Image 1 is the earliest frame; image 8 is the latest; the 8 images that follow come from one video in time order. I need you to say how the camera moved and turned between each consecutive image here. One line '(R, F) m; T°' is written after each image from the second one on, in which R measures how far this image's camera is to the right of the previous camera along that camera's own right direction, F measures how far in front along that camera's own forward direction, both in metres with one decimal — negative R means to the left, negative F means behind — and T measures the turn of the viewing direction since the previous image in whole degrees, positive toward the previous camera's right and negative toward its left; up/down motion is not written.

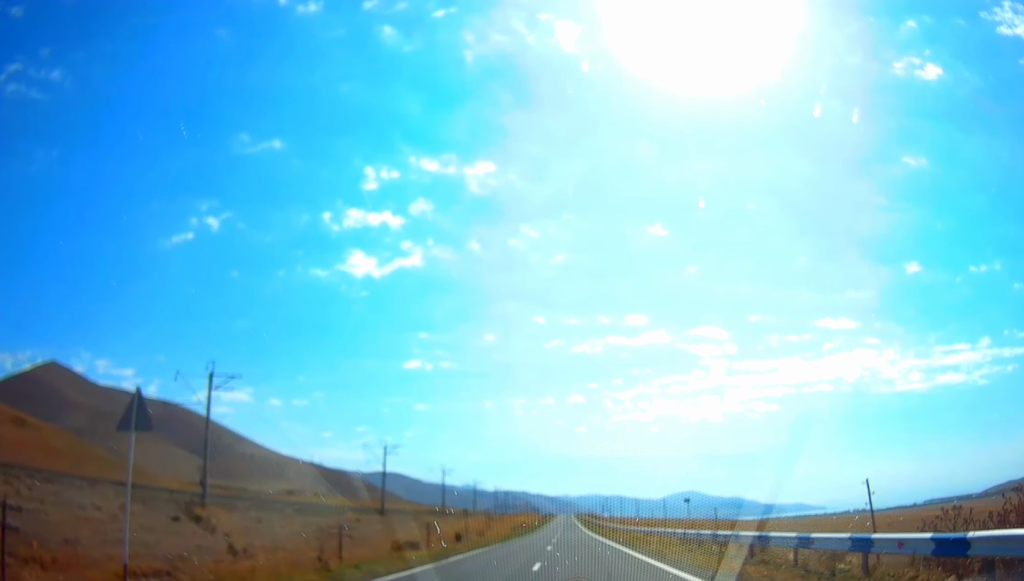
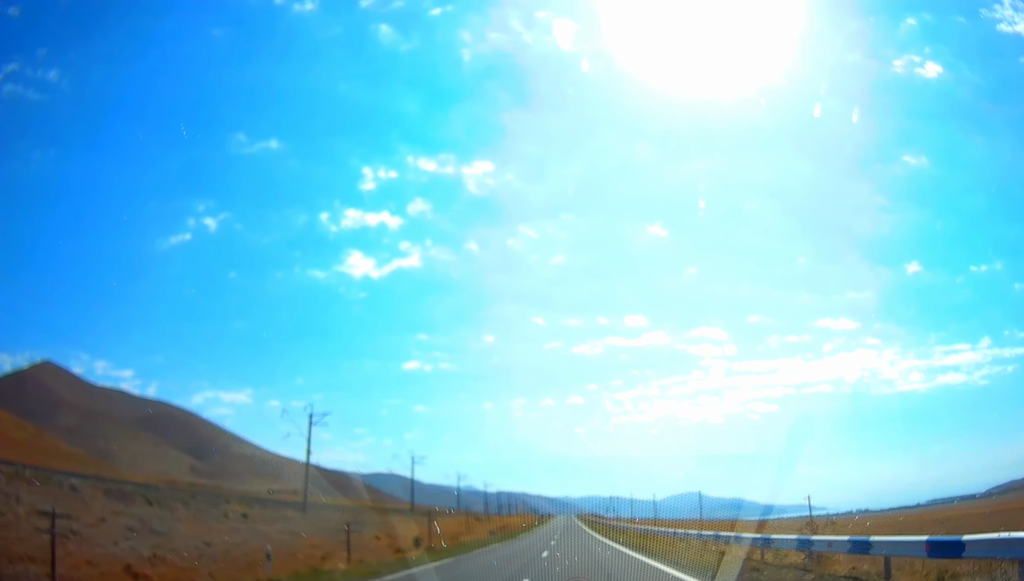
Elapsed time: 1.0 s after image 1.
(+0.5, +32.6) m; +1°
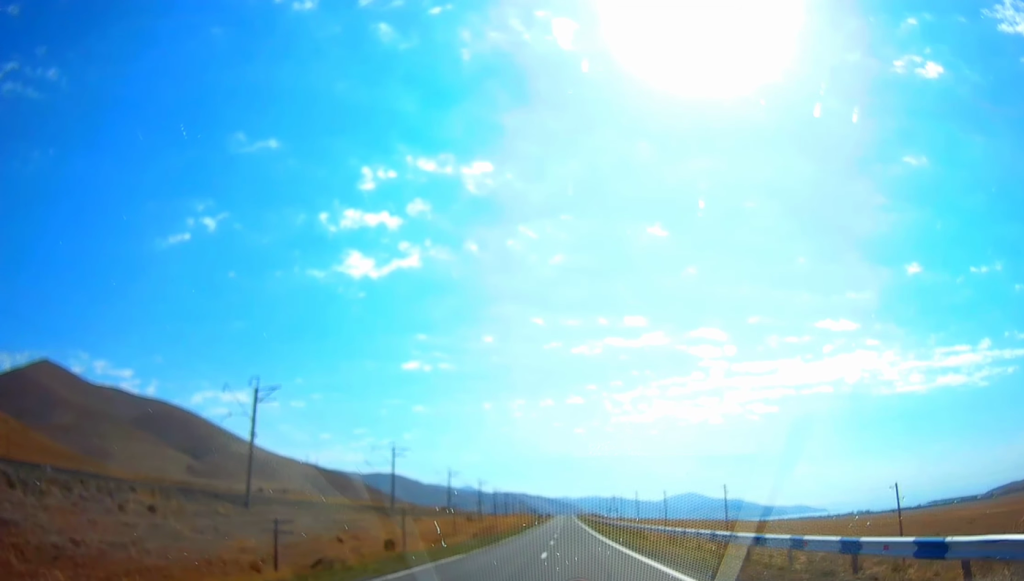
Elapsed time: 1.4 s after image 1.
(0.0, +13.9) m; 0°
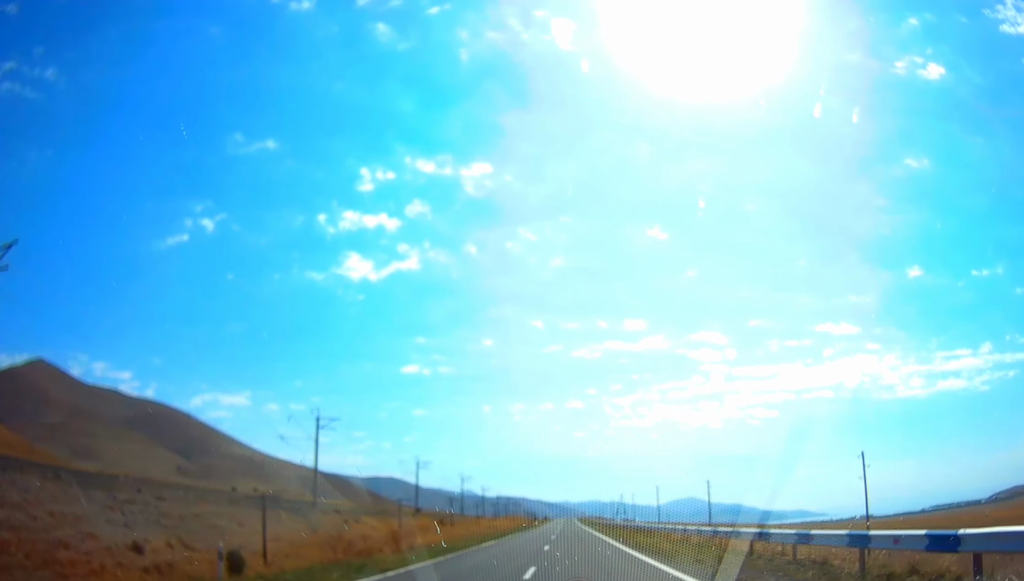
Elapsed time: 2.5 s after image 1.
(-0.1, +36.4) m; 0°
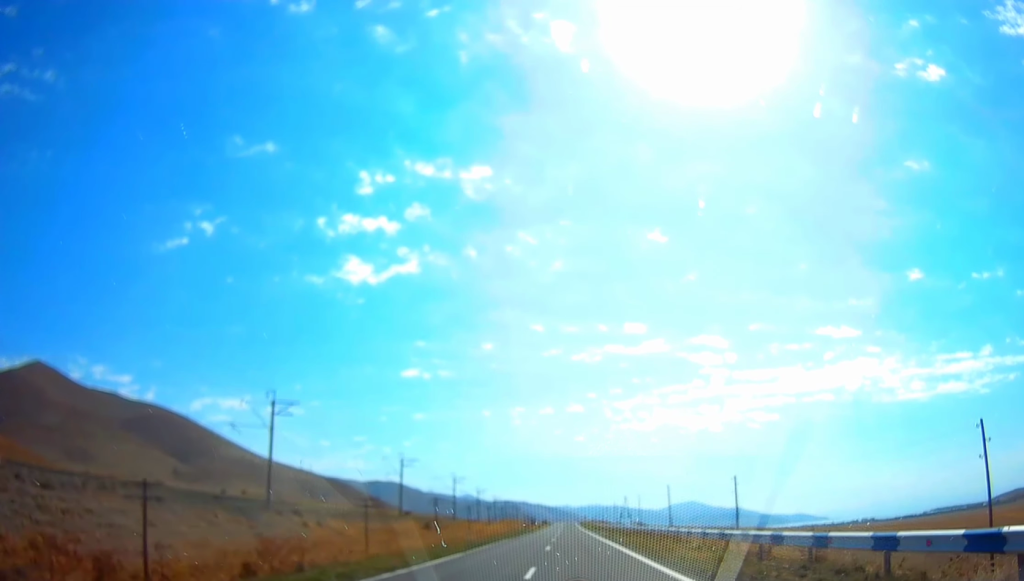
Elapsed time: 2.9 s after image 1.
(0.0, +13.7) m; 0°
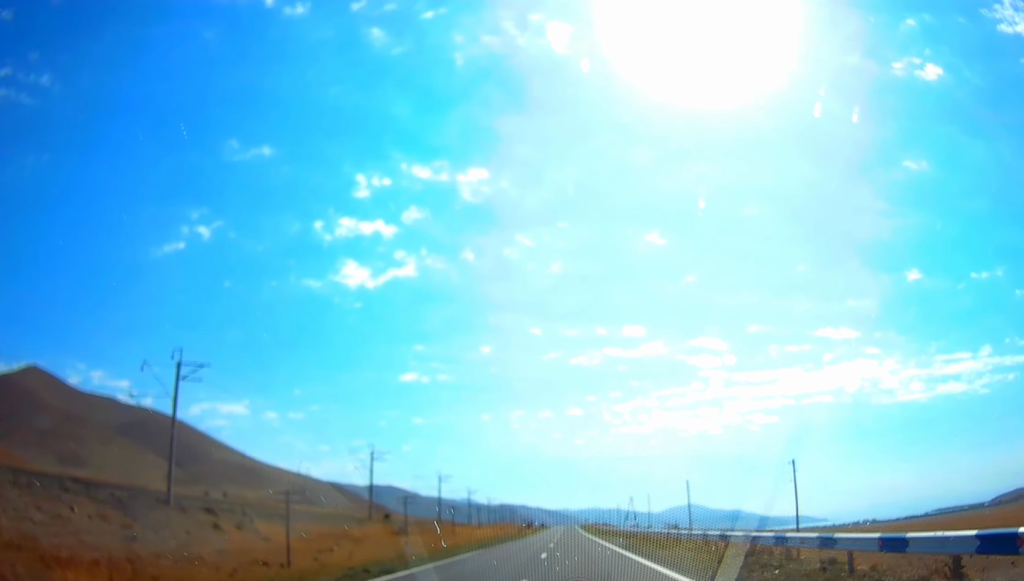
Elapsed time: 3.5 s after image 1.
(0.0, +18.0) m; 0°
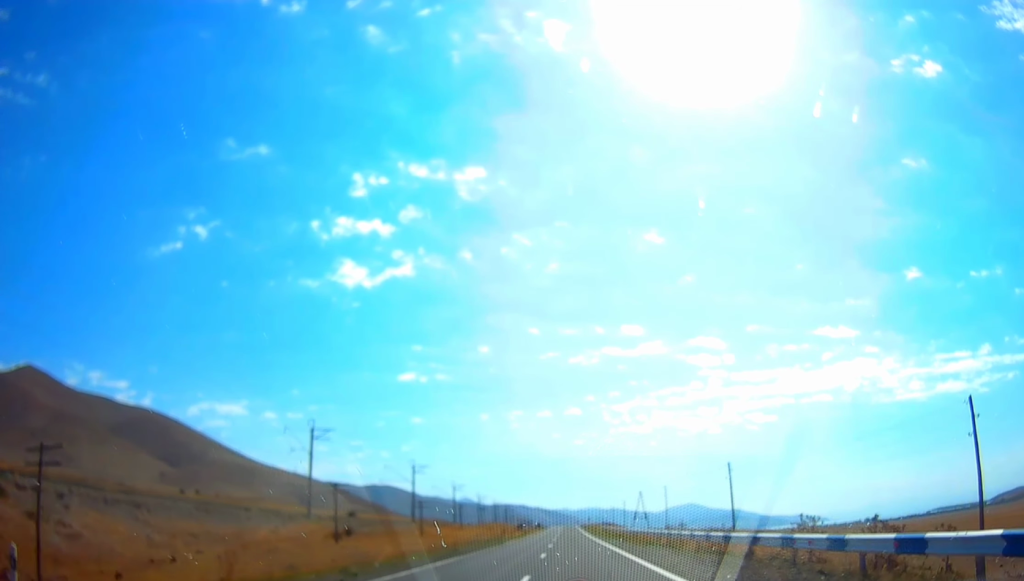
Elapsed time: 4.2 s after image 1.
(0.0, +24.9) m; 0°
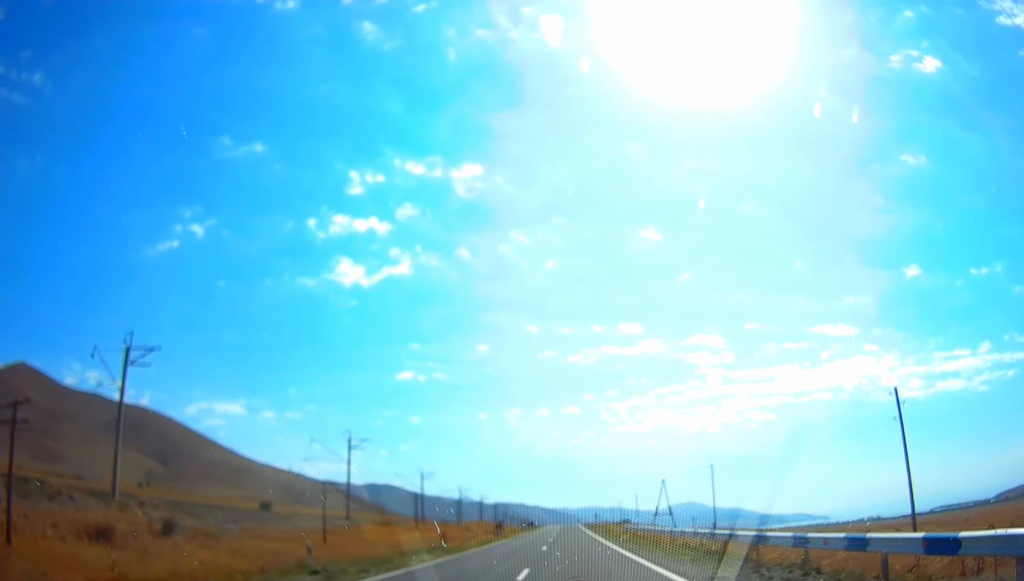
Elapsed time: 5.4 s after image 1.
(0.0, +37.3) m; 0°
